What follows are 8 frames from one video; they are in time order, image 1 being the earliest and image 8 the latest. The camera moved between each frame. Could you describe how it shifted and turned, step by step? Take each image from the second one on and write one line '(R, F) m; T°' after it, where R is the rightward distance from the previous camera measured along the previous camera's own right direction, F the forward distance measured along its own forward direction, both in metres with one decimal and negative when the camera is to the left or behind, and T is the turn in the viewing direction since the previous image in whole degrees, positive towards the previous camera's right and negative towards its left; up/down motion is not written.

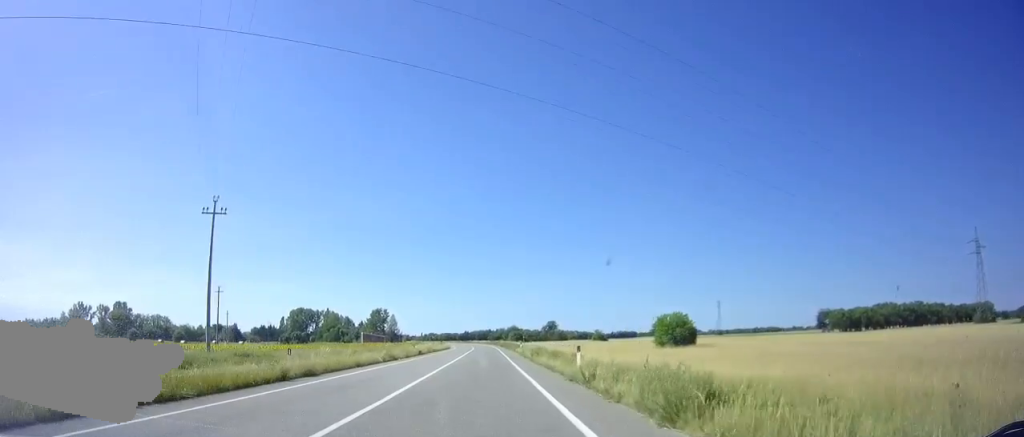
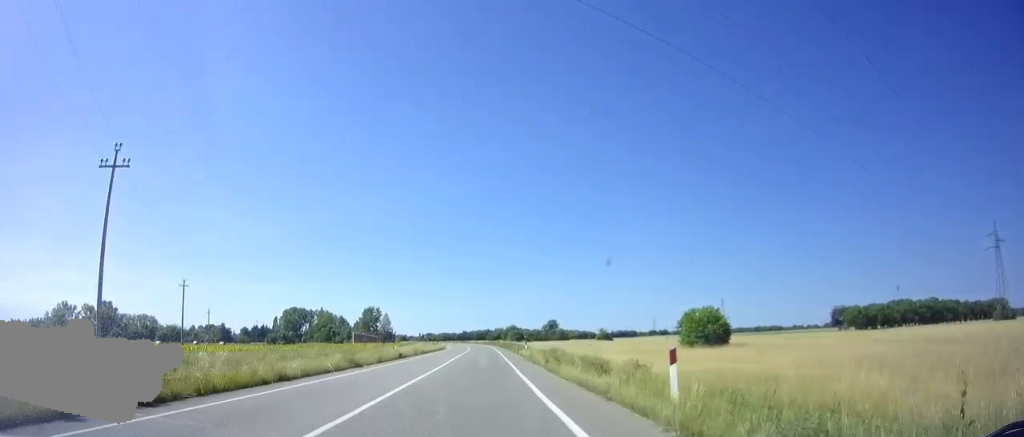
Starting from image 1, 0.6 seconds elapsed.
(+0.1, +11.0) m; 0°
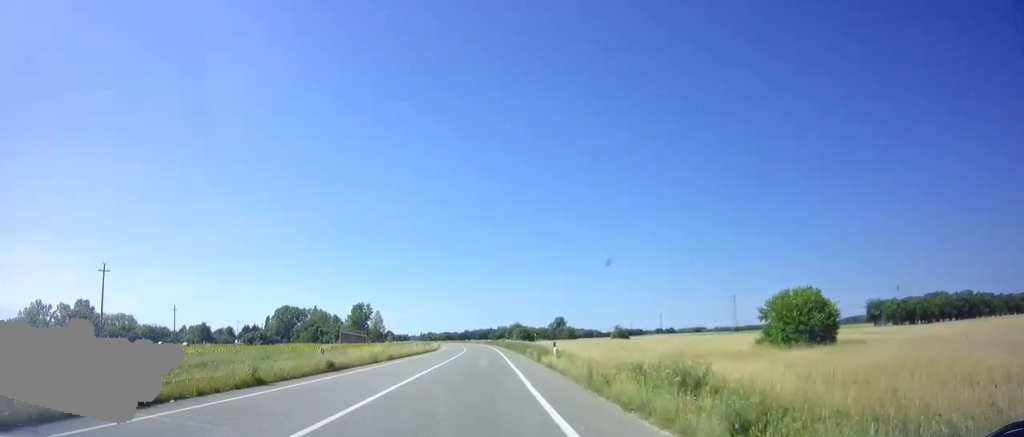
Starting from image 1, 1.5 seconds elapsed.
(-0.1, +18.4) m; -1°
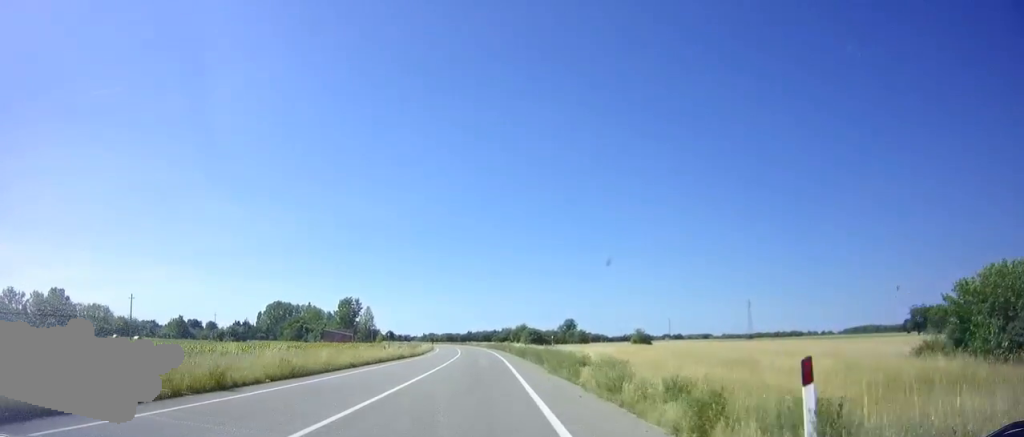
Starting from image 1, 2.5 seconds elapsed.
(-0.1, +19.9) m; -1°
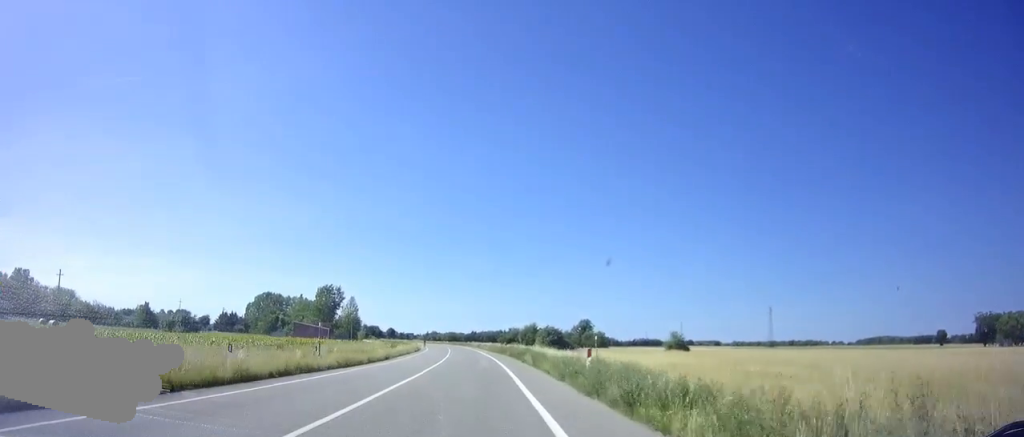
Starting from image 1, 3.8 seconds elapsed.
(-0.3, +26.0) m; -1°
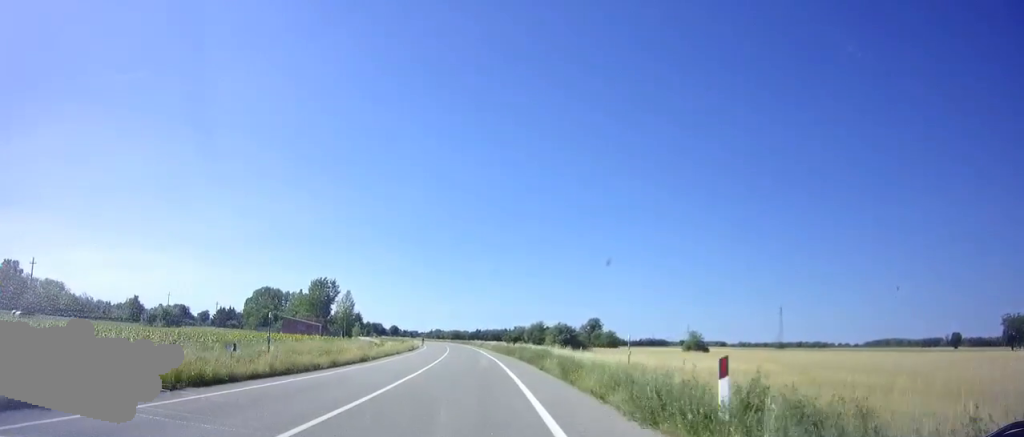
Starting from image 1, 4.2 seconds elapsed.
(-0.1, +8.7) m; -1°
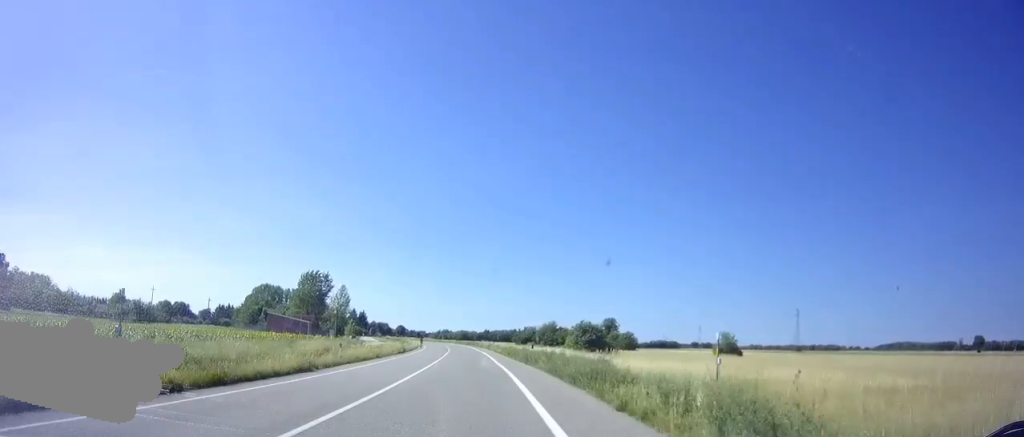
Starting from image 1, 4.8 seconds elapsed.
(-0.1, +12.1) m; -1°
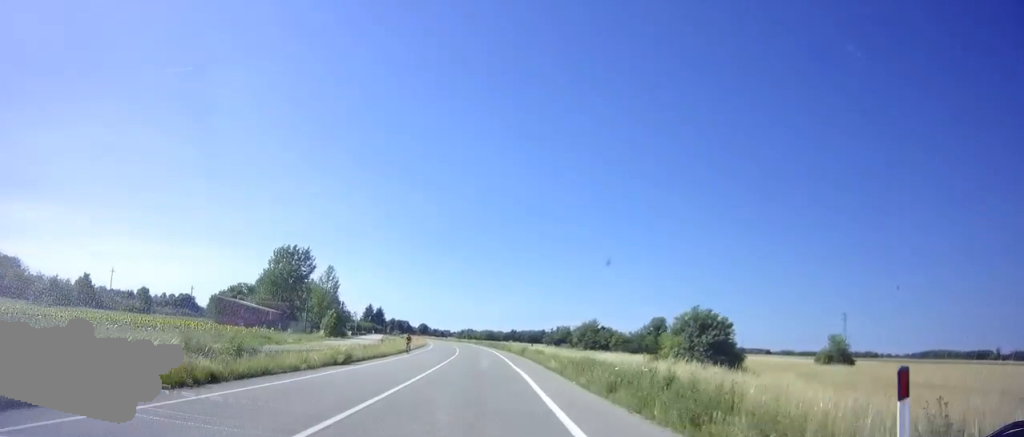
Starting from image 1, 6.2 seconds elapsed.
(-0.5, +27.6) m; -2°
